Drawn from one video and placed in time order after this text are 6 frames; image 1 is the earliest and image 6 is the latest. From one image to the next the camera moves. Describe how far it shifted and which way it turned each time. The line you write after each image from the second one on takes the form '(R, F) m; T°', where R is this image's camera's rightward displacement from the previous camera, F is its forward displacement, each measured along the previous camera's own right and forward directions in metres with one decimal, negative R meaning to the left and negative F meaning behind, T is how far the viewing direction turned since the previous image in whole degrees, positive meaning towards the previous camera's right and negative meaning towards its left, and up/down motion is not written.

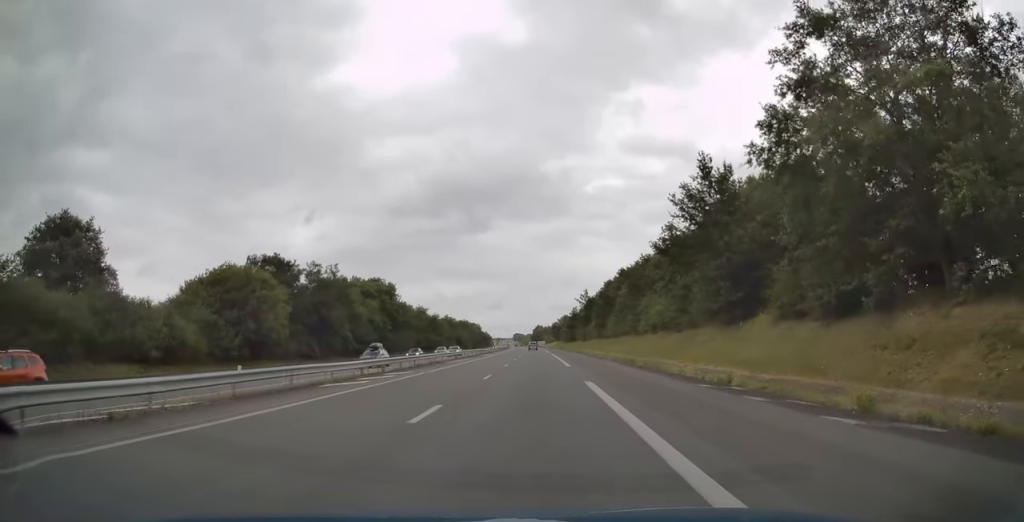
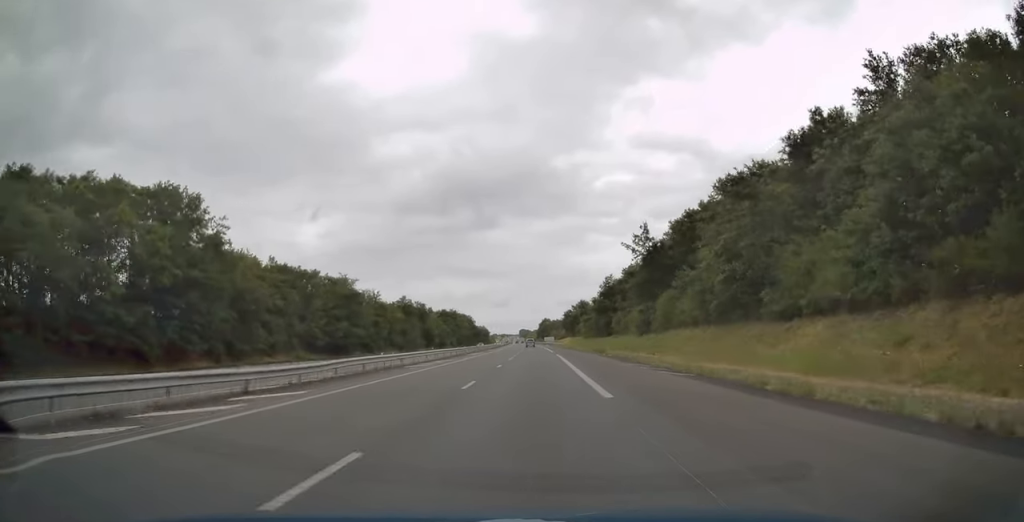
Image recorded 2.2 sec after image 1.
(-0.8, +71.1) m; -1°
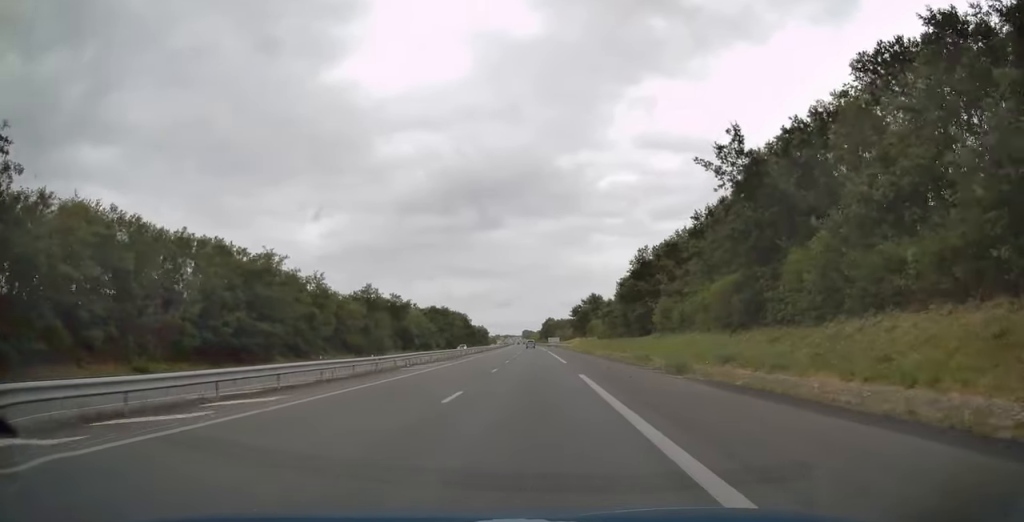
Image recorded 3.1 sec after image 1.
(0.0, +29.6) m; 0°
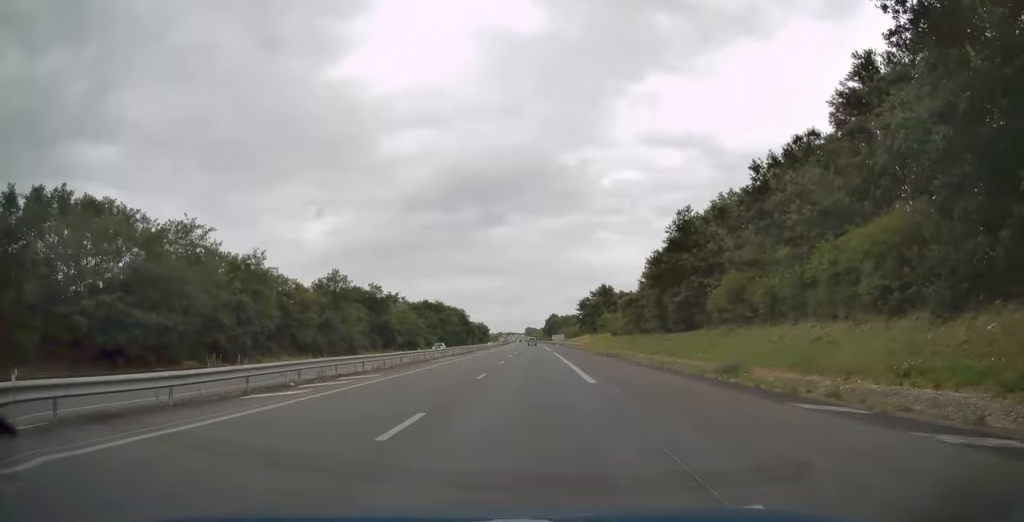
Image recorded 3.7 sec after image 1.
(0.0, +18.3) m; 0°
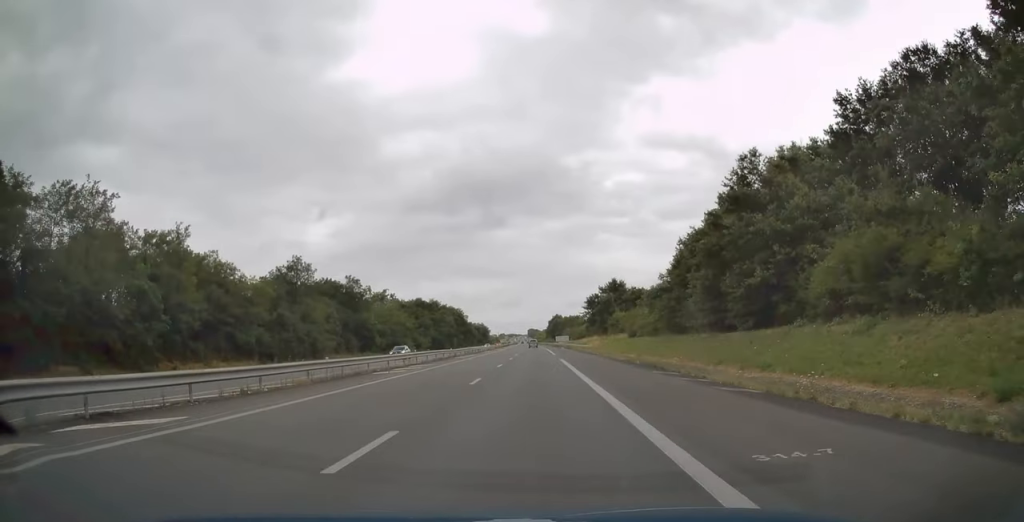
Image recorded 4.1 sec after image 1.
(-0.1, +15.1) m; 0°
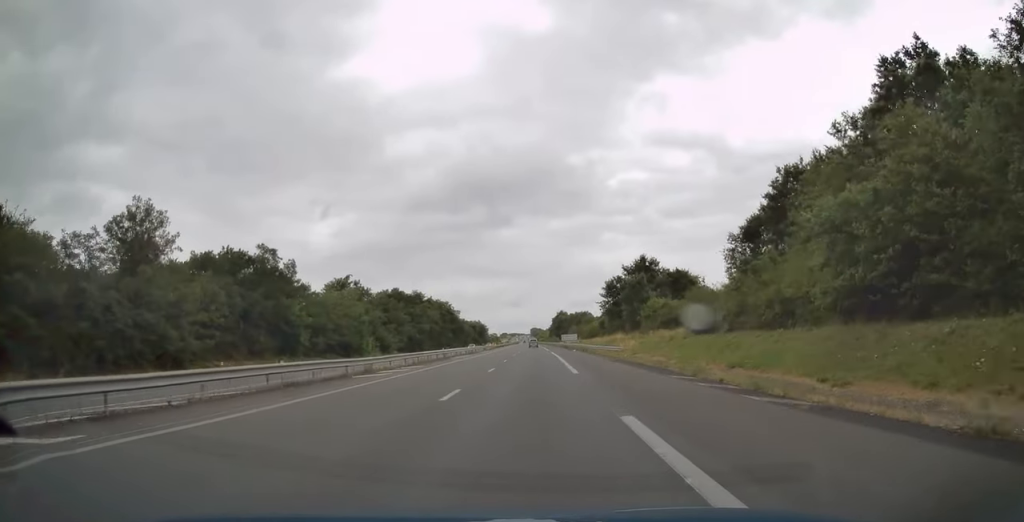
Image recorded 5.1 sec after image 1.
(-0.3, +31.3) m; 0°
